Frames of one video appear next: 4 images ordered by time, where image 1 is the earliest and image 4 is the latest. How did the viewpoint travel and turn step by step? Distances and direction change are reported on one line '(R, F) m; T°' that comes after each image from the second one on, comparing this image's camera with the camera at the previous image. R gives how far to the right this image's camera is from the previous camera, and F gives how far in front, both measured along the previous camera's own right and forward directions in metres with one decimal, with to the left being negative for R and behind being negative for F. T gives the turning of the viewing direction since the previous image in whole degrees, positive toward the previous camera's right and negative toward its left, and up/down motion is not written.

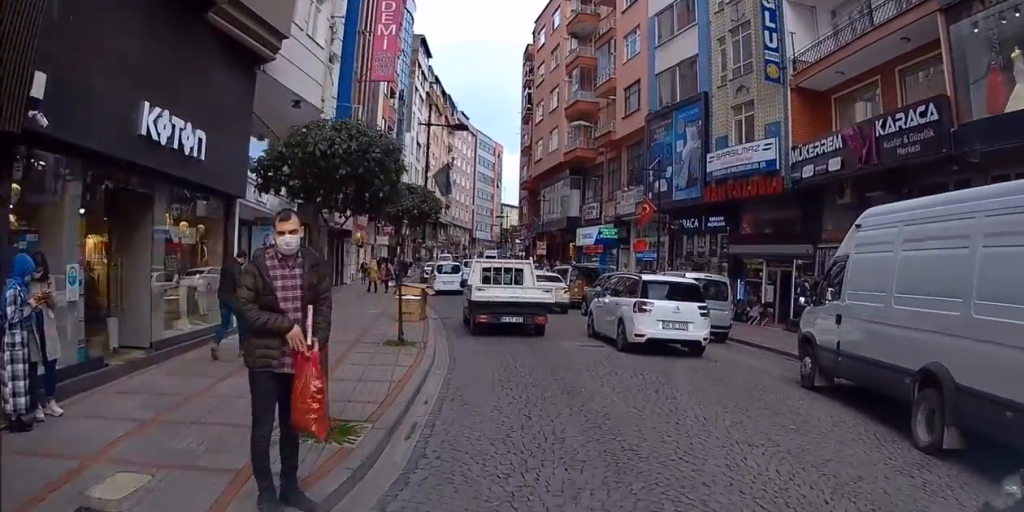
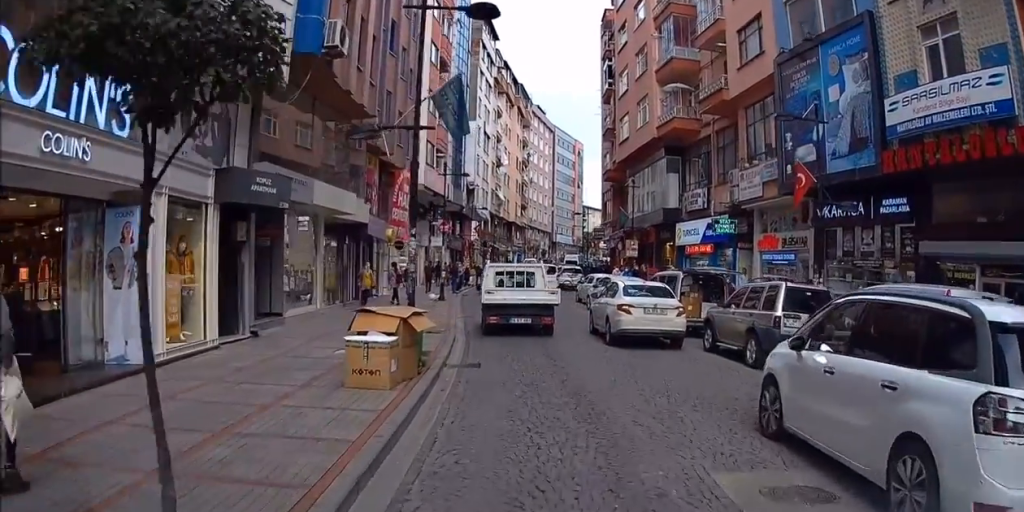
(-1.7, +13.1) m; -10°
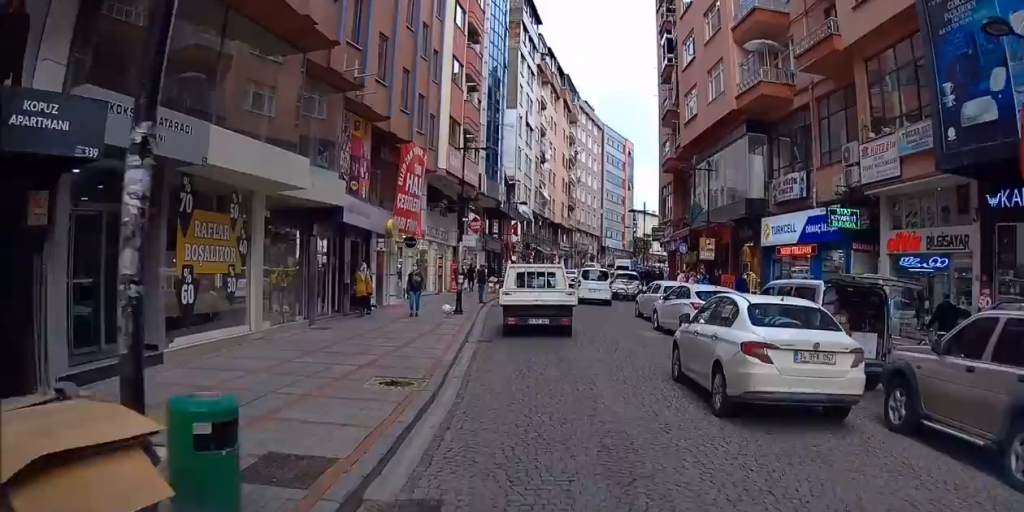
(-0.2, +9.8) m; 0°
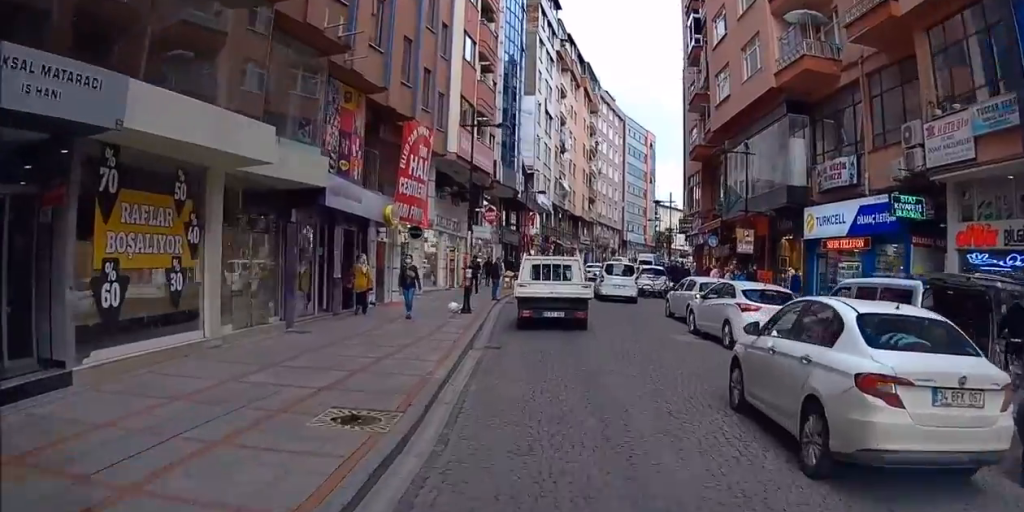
(+0.1, +3.3) m; +1°
